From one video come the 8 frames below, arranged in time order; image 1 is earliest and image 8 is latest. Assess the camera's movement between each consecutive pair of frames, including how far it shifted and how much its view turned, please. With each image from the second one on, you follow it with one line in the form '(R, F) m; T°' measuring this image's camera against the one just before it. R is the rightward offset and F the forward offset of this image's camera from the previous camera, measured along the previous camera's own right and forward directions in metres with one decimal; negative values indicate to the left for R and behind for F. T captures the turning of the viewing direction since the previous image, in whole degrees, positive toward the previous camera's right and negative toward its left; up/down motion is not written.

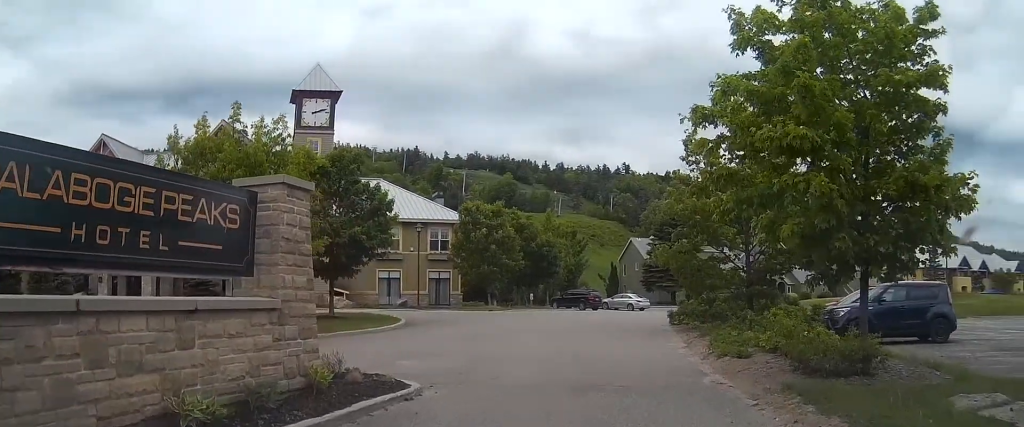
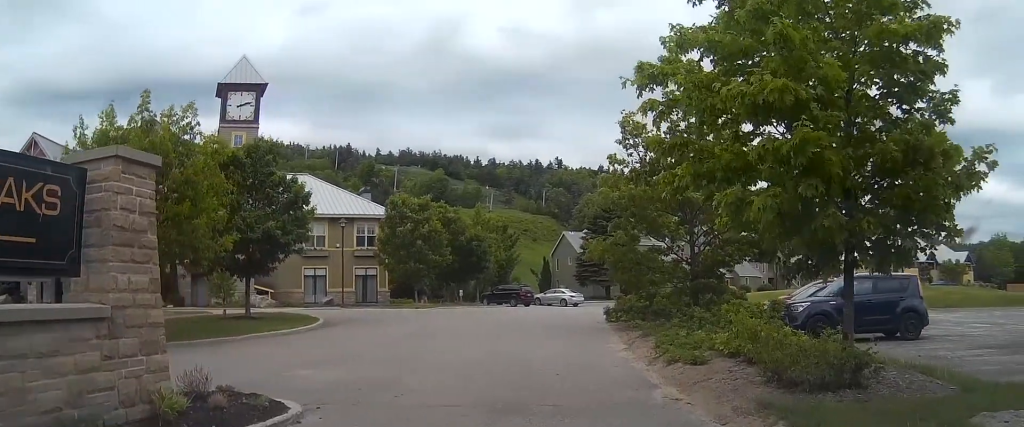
(+0.2, +2.0) m; +5°
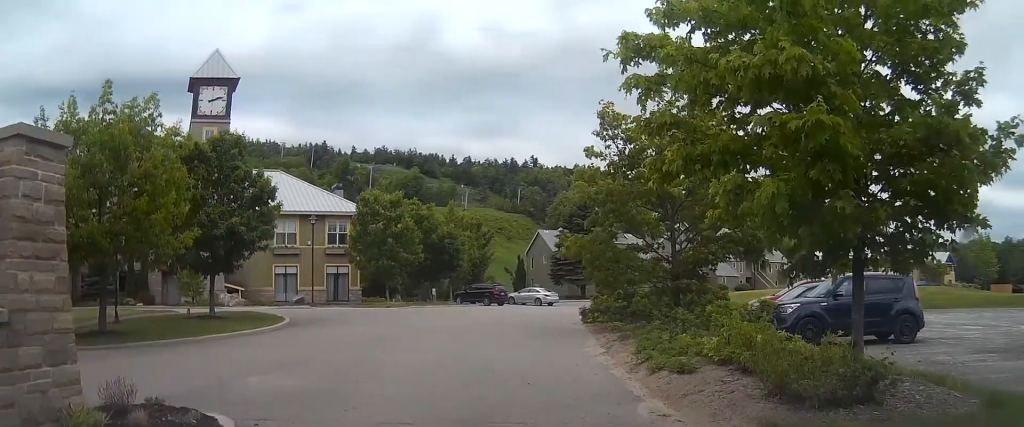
(0.0, +1.1) m; 0°
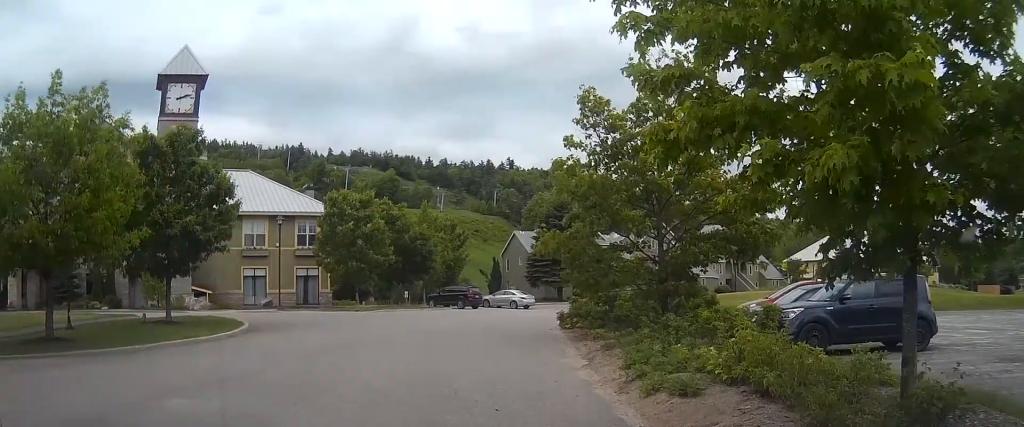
(0.0, +1.9) m; -2°
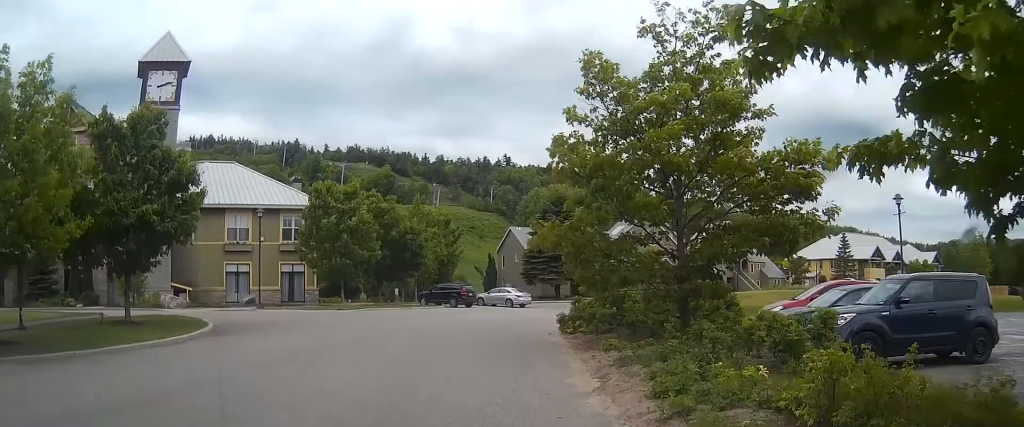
(-0.1, +2.8) m; 0°
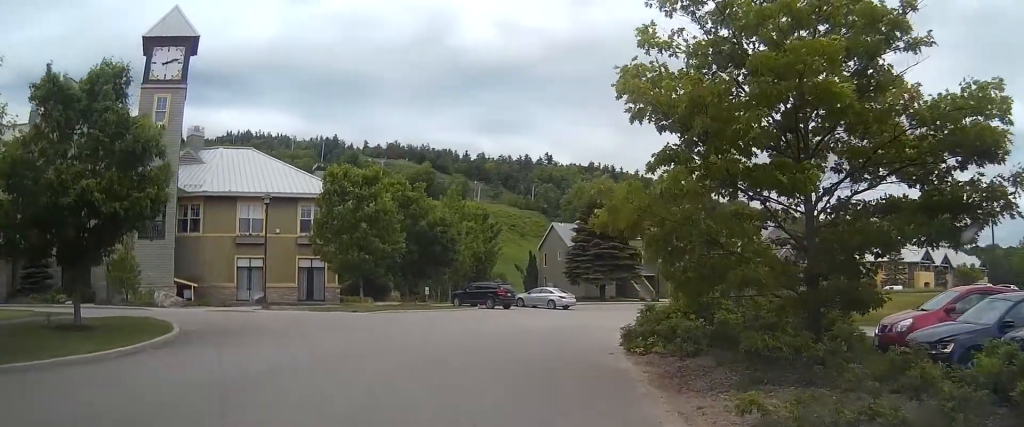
(-0.2, +5.7) m; -6°
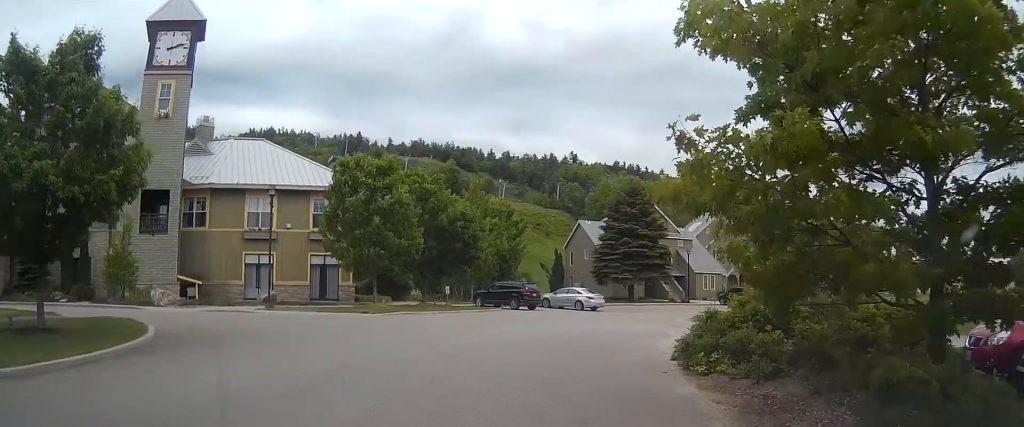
(0.0, +2.9) m; -1°
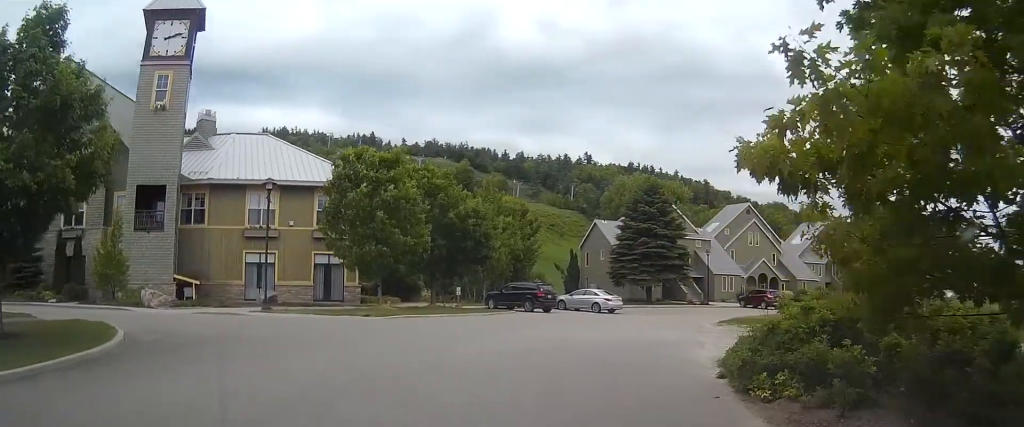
(0.0, +2.3) m; -2°
